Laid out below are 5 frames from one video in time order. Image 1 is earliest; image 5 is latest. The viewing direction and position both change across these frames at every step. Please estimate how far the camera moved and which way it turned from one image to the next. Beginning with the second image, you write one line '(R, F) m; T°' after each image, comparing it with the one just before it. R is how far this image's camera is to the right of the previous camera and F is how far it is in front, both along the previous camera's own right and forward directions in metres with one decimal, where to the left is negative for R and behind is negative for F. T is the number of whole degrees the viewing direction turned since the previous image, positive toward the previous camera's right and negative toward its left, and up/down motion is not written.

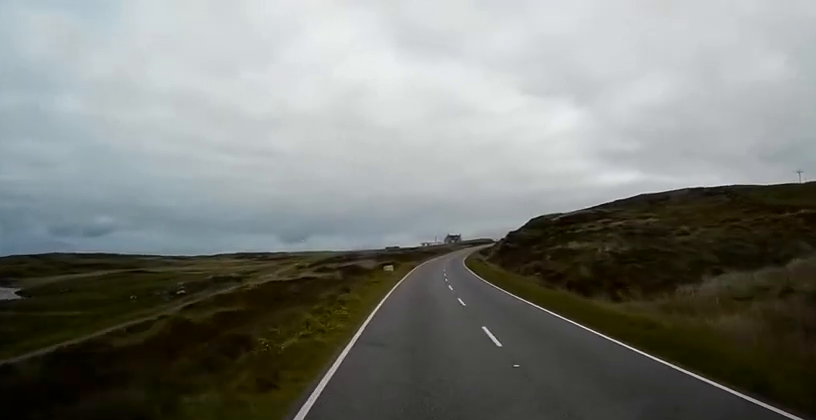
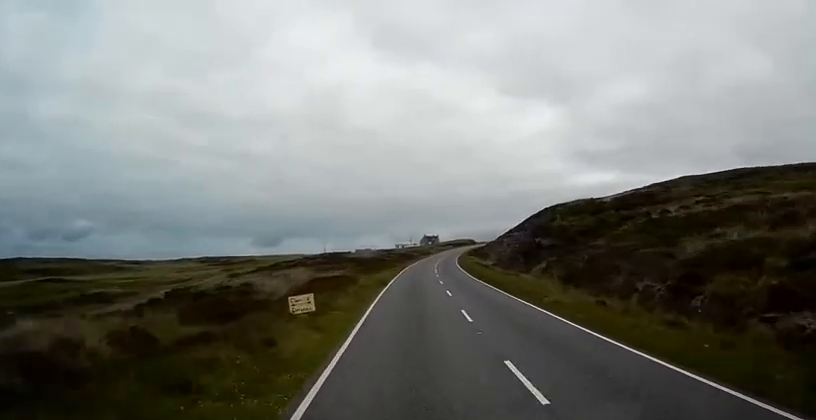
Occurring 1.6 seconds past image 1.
(+0.7, +31.9) m; +2°
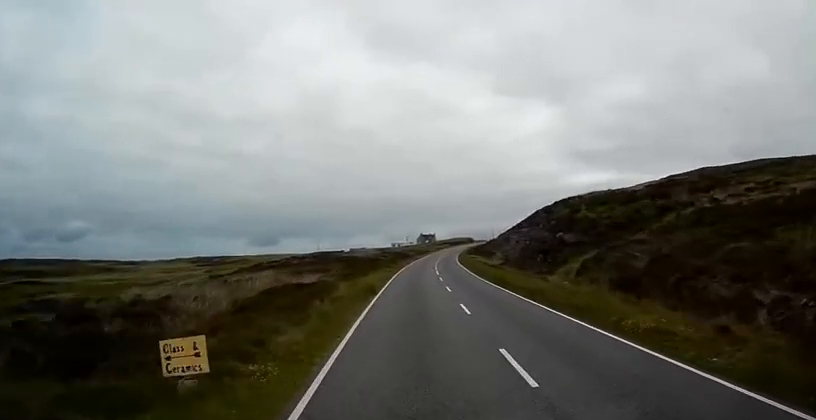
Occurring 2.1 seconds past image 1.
(0.0, +8.5) m; +1°
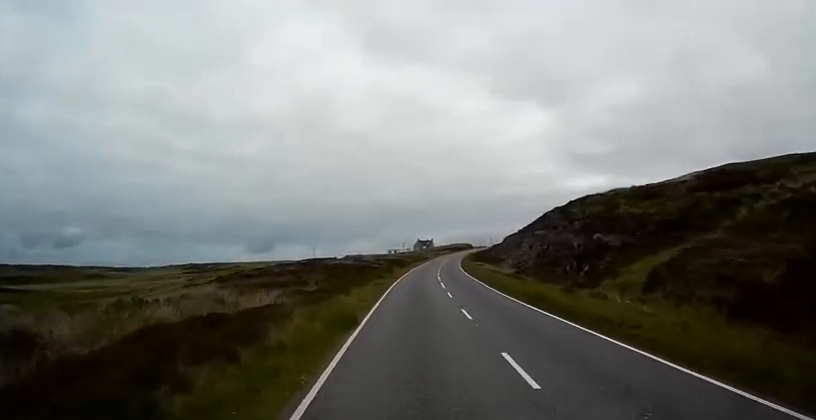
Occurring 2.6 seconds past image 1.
(-0.1, +9.3) m; +1°
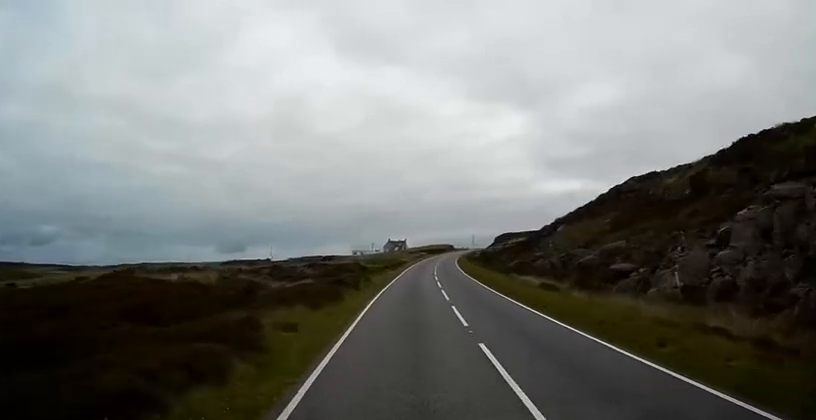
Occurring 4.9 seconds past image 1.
(+1.4, +44.9) m; +2°
